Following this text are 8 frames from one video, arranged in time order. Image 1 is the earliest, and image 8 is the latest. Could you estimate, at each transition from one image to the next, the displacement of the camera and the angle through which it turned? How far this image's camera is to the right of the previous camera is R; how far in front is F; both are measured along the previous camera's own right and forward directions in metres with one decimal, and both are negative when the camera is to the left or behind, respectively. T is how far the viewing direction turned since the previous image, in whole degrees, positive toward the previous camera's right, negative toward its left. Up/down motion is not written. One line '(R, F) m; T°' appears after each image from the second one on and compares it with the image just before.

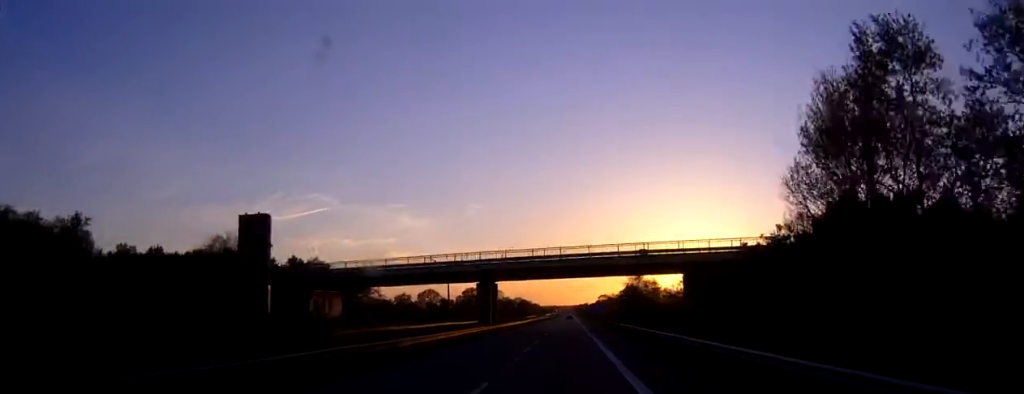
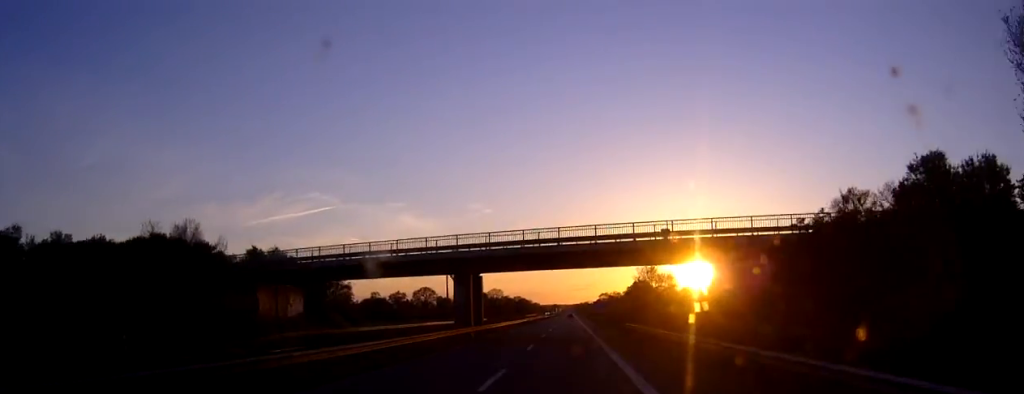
(0.0, +13.4) m; 0°
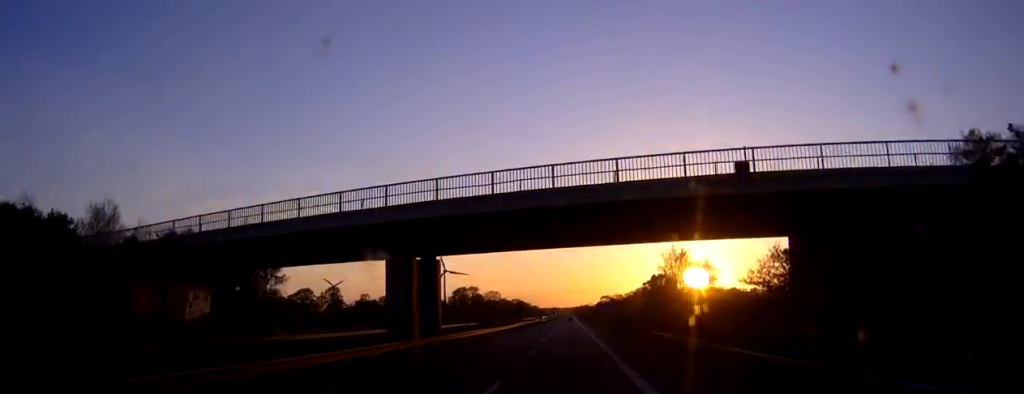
(0.0, +20.1) m; 0°
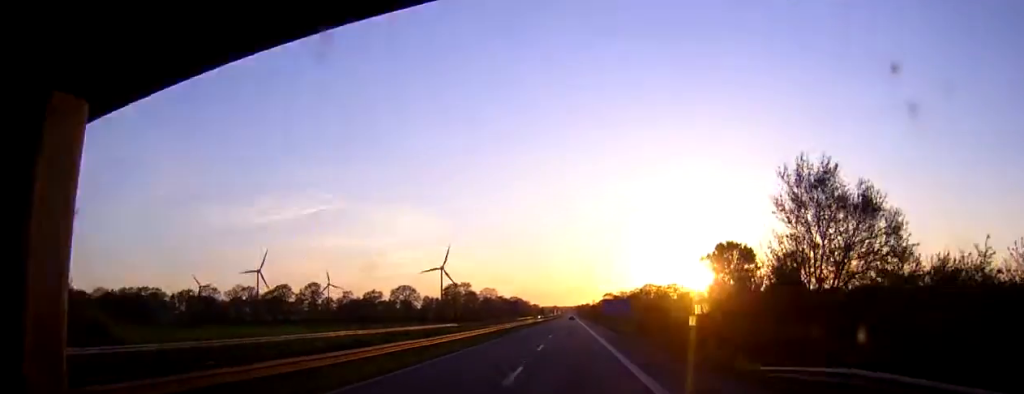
(0.0, +31.5) m; 0°
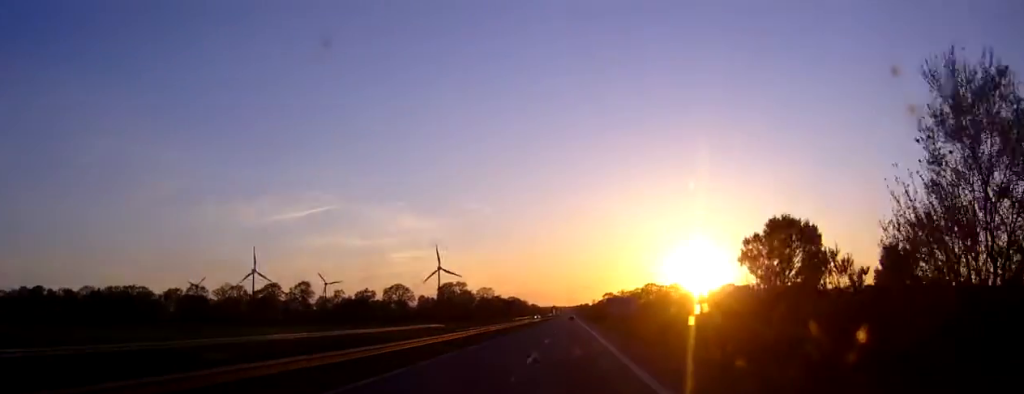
(0.0, +11.4) m; 0°
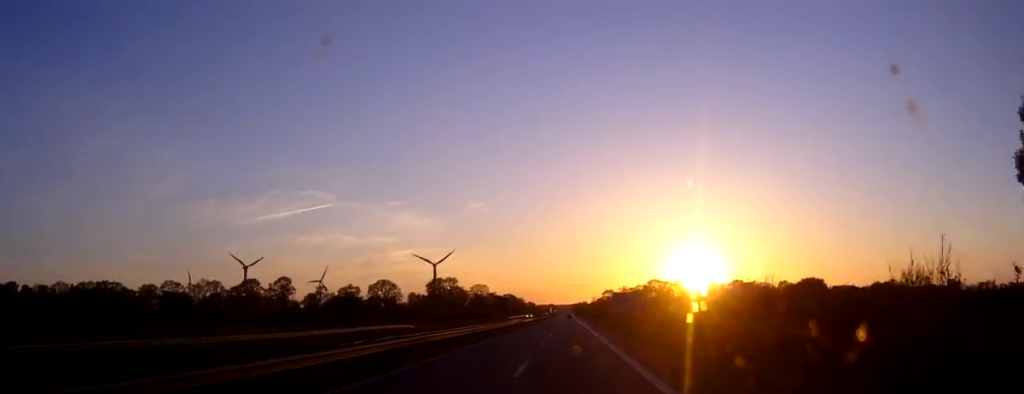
(0.0, +21.9) m; 0°
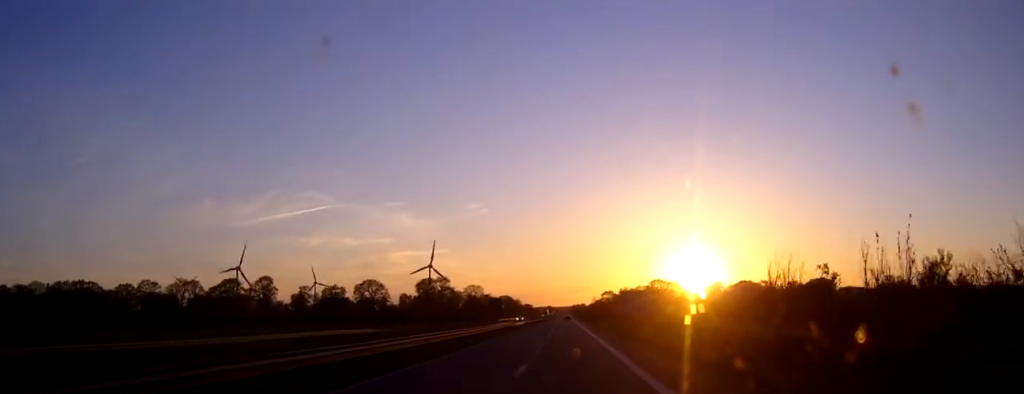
(0.0, +18.1) m; 0°
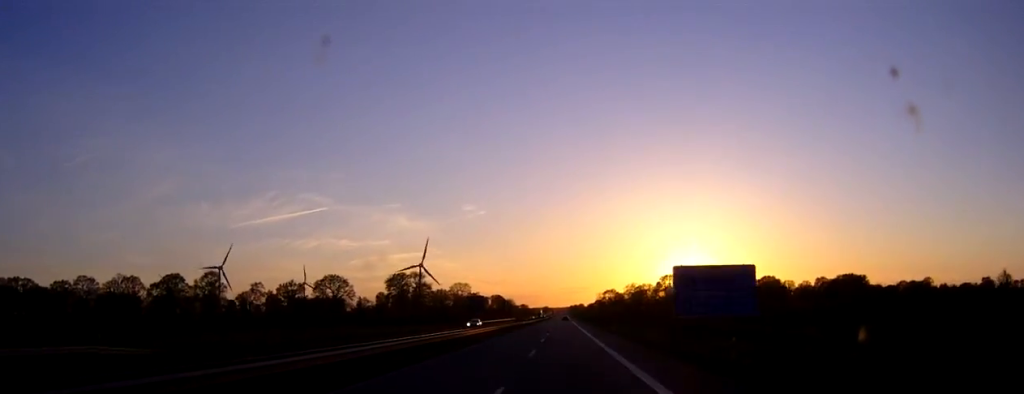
(+0.2, +44.9) m; 0°
